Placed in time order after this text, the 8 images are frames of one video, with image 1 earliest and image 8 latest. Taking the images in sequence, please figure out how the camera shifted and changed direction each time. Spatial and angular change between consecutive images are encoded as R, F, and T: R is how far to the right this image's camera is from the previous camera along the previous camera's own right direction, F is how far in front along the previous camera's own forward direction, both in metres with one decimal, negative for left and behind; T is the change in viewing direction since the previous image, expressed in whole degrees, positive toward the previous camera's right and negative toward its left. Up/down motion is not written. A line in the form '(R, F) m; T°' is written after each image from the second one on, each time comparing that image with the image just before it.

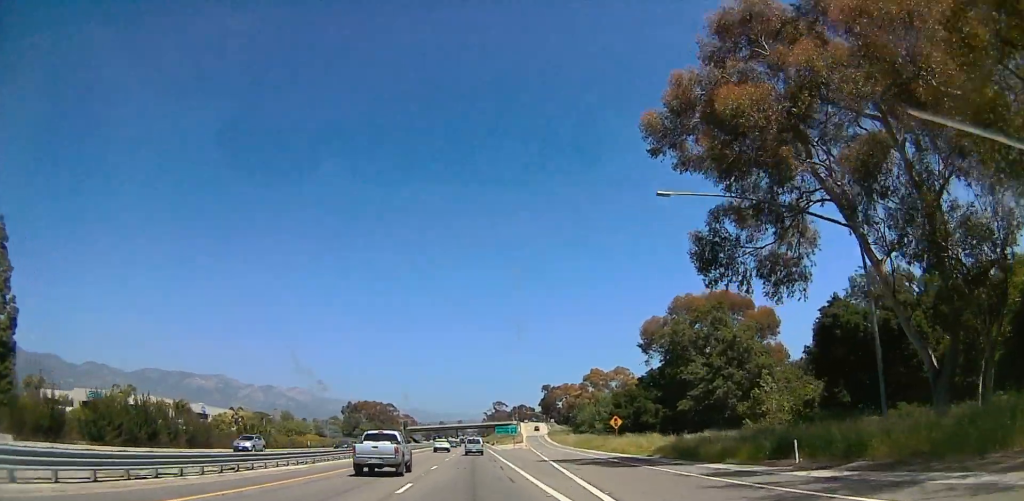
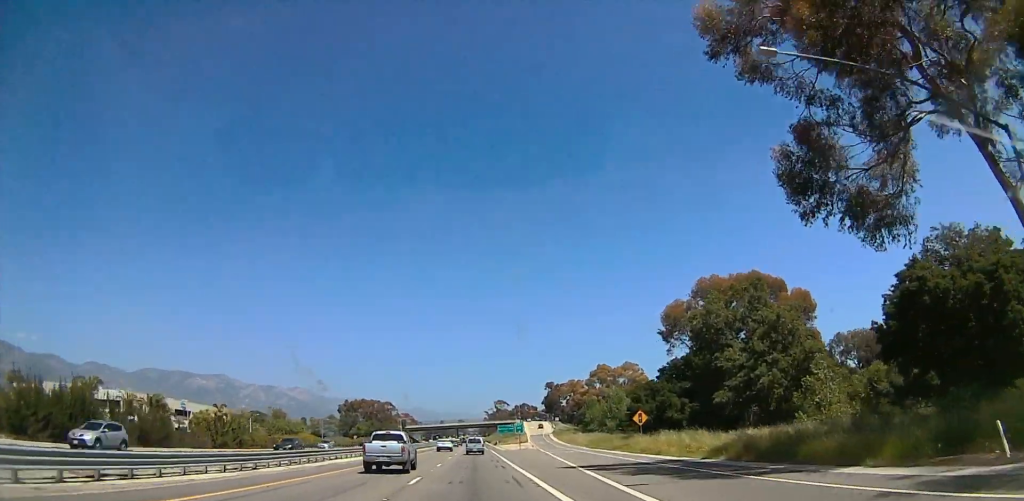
(0.0, +10.7) m; 0°
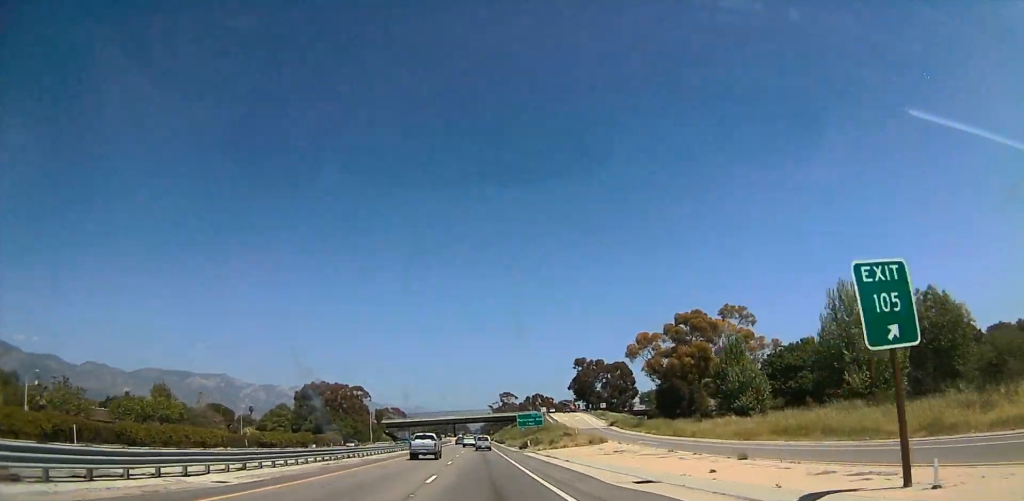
(-0.1, +81.0) m; 0°
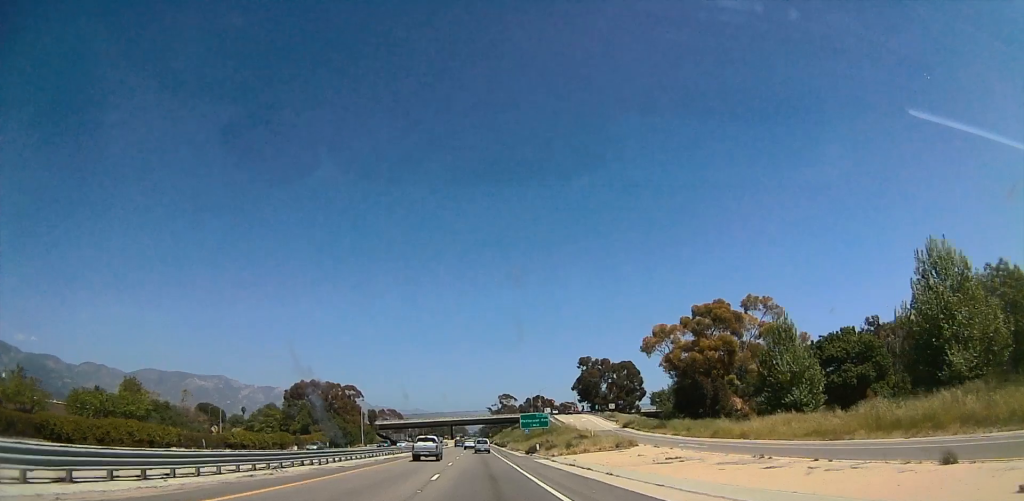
(0.0, +11.7) m; 0°
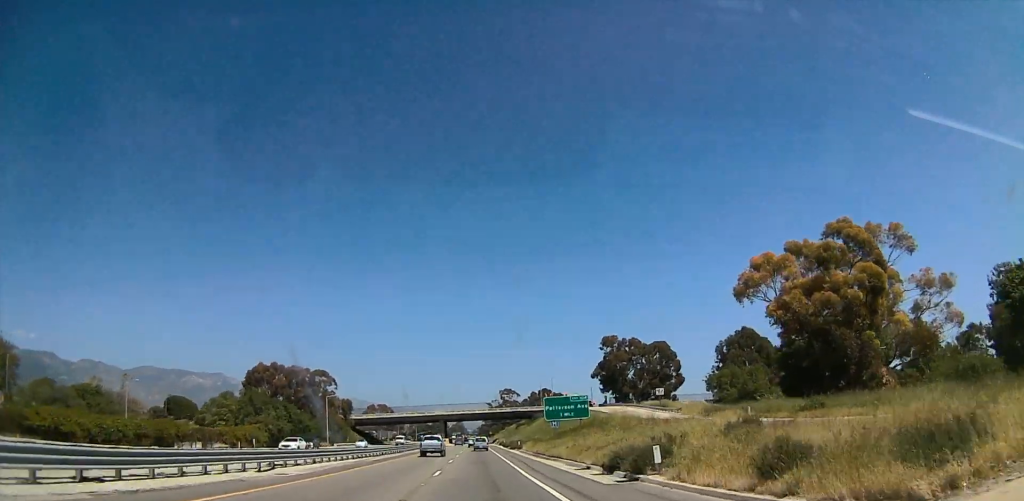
(0.0, +40.3) m; 0°
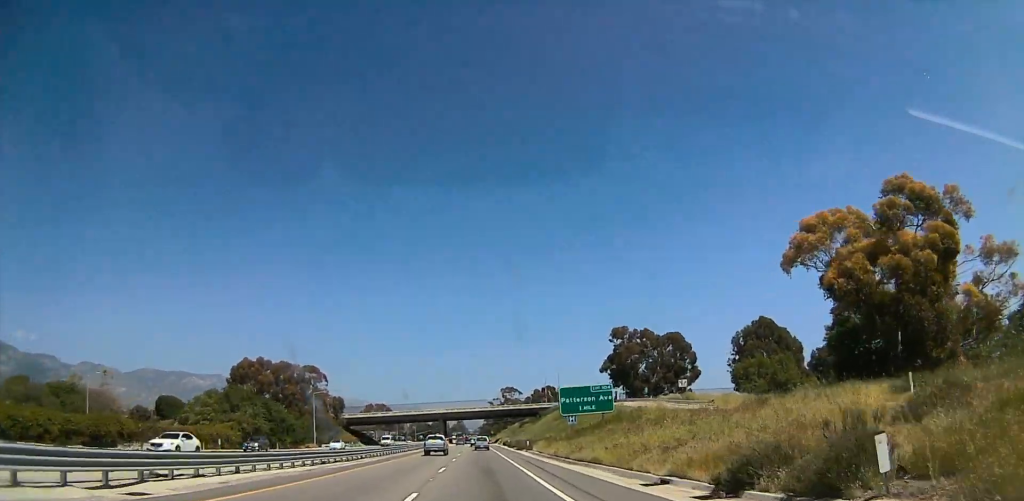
(0.0, +12.2) m; 0°
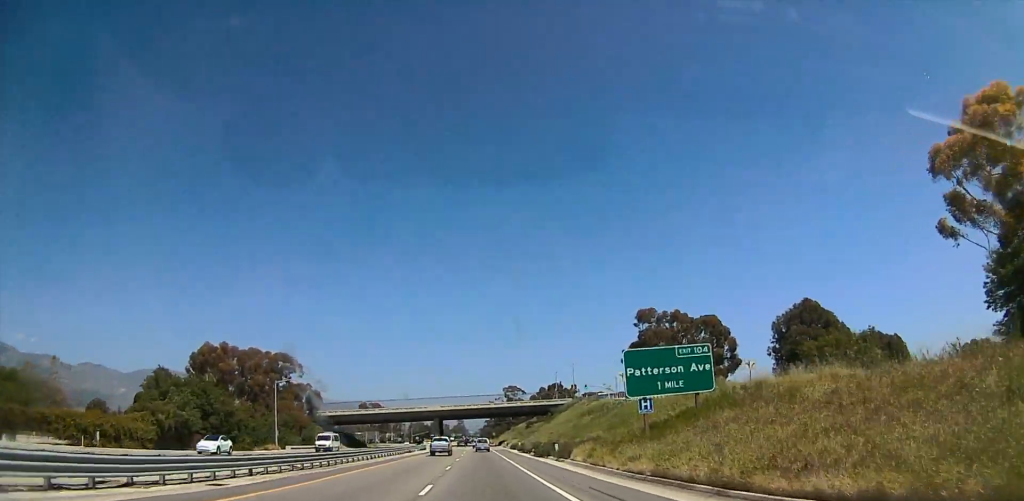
(0.0, +25.7) m; 0°
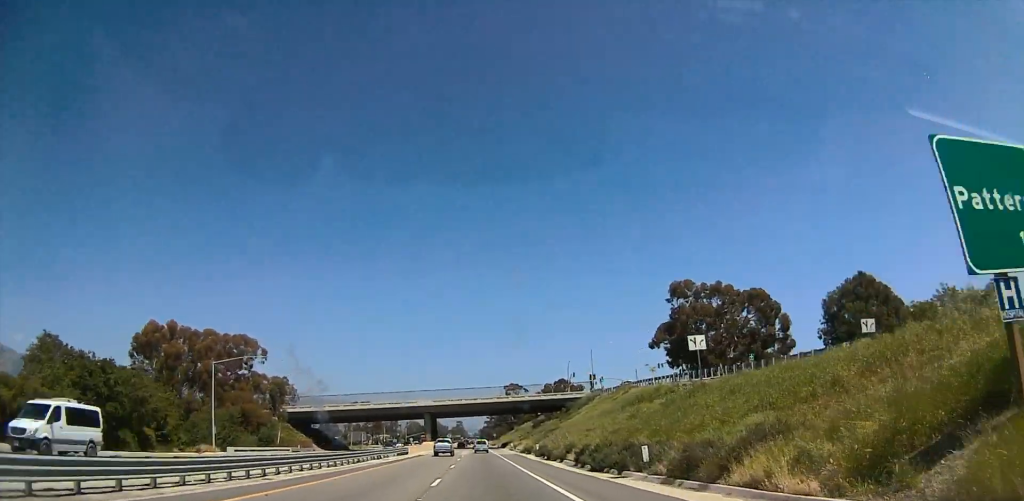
(0.0, +26.4) m; 0°
